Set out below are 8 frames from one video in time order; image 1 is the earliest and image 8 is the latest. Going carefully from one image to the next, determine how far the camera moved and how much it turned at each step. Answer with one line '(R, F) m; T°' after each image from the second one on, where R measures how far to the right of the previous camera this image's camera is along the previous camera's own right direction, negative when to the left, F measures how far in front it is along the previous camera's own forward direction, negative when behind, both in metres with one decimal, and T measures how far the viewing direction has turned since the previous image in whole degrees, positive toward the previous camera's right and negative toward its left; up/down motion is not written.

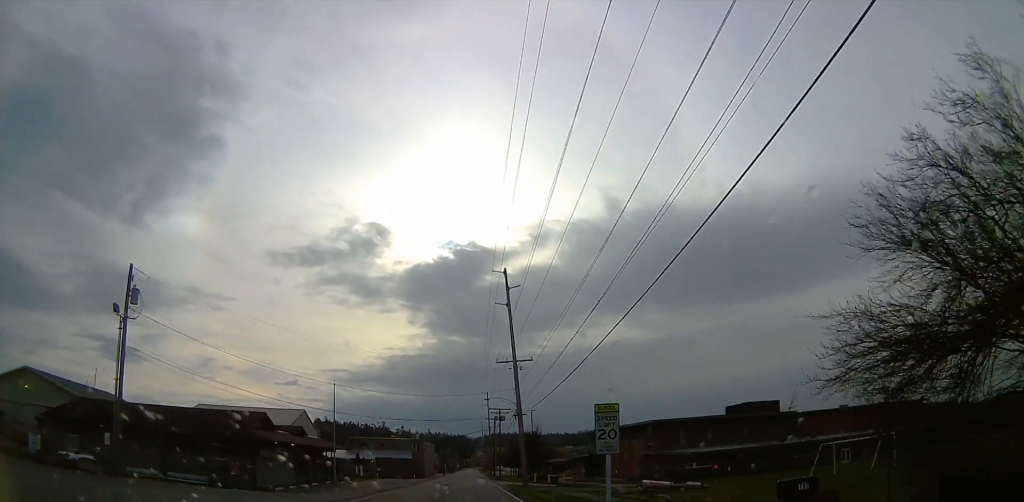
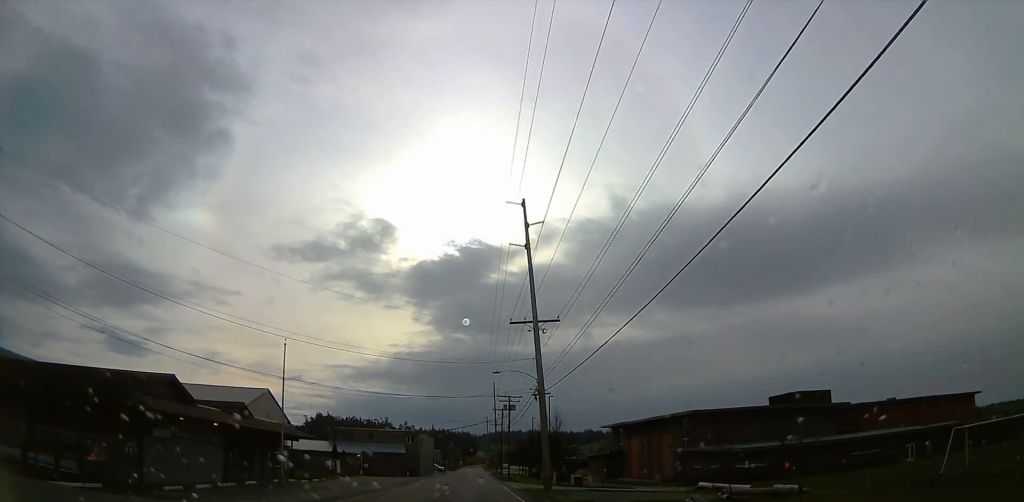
(+0.2, +13.8) m; +3°
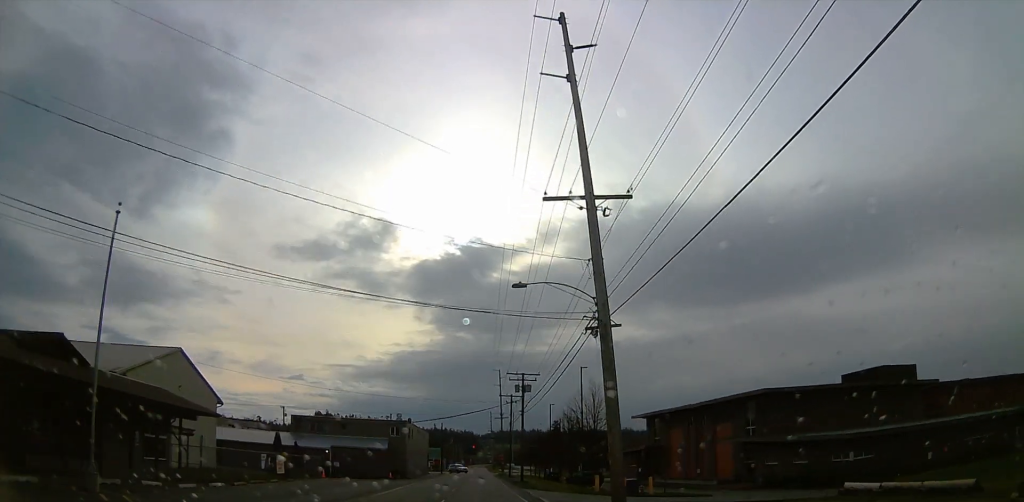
(+1.0, +18.5) m; +2°
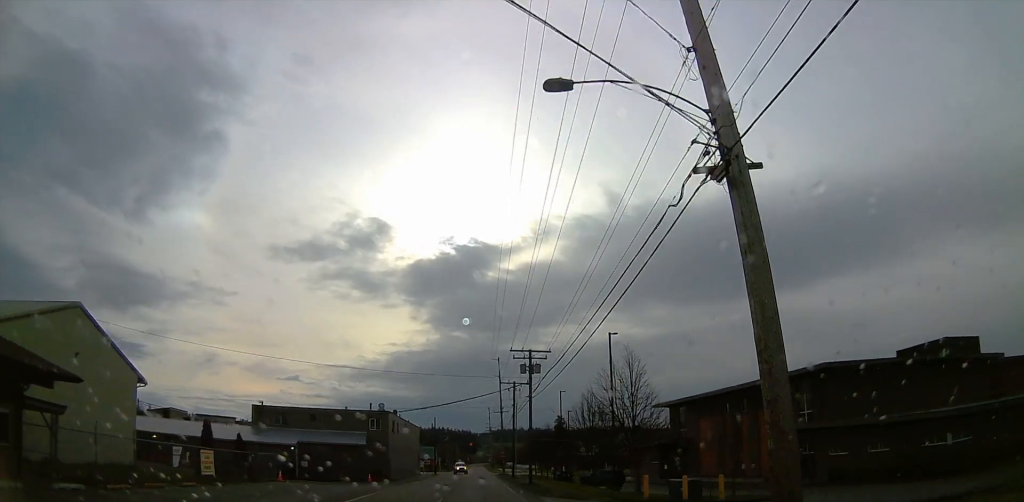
(-0.8, +13.3) m; -3°
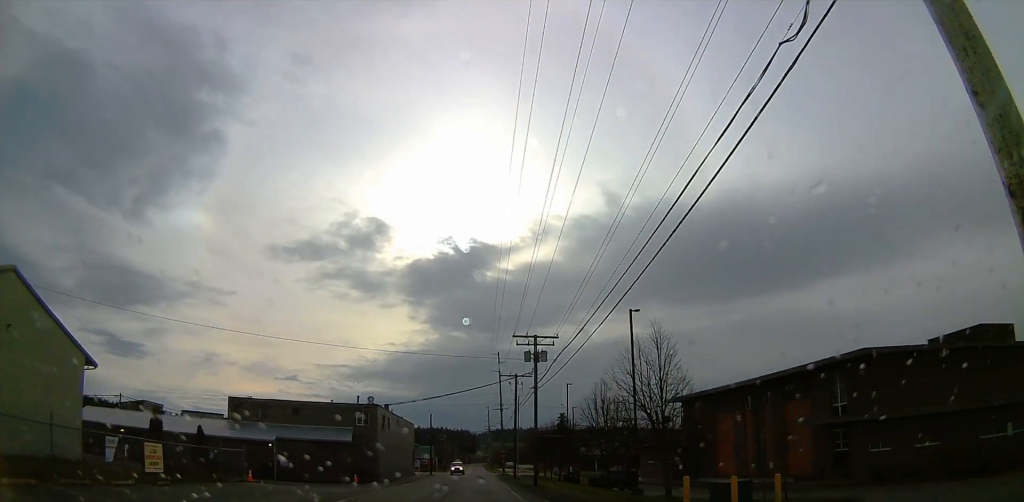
(0.0, +6.5) m; 0°
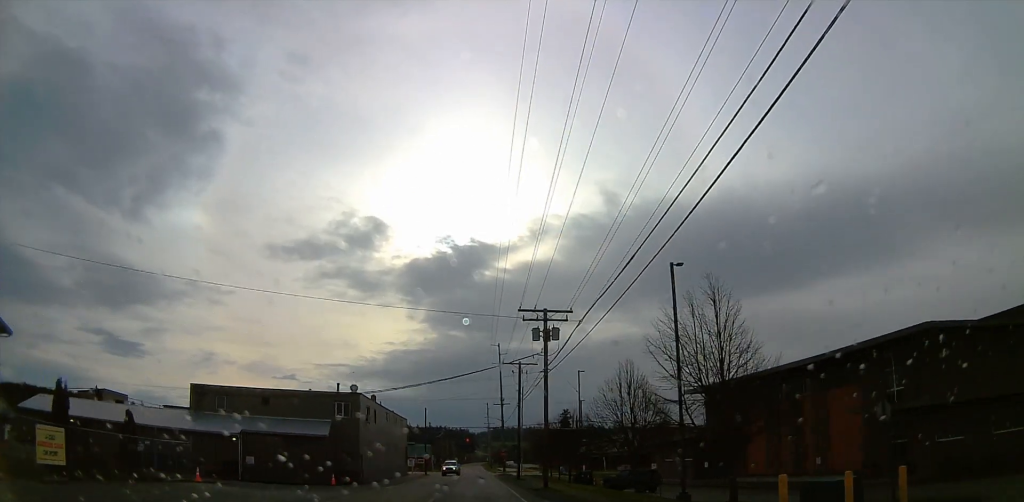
(0.0, +8.5) m; 0°
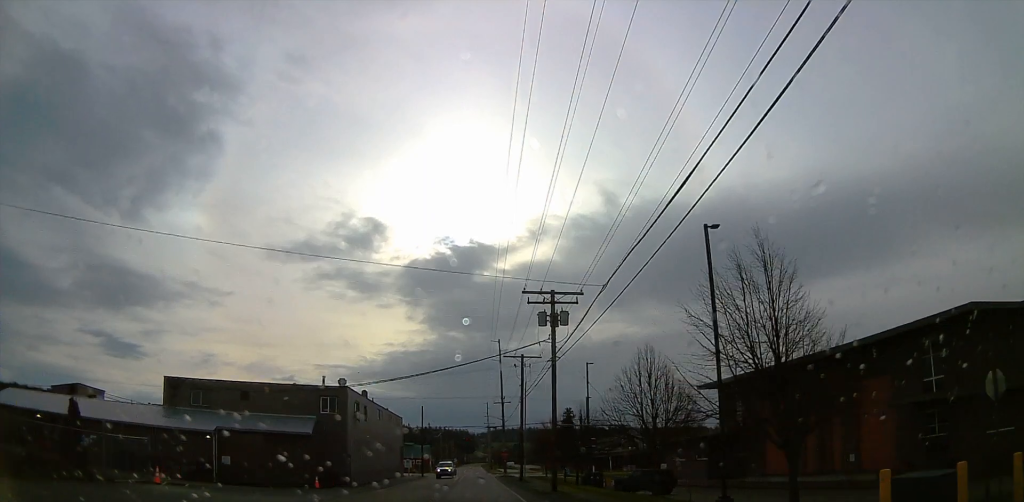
(+0.1, +4.8) m; 0°
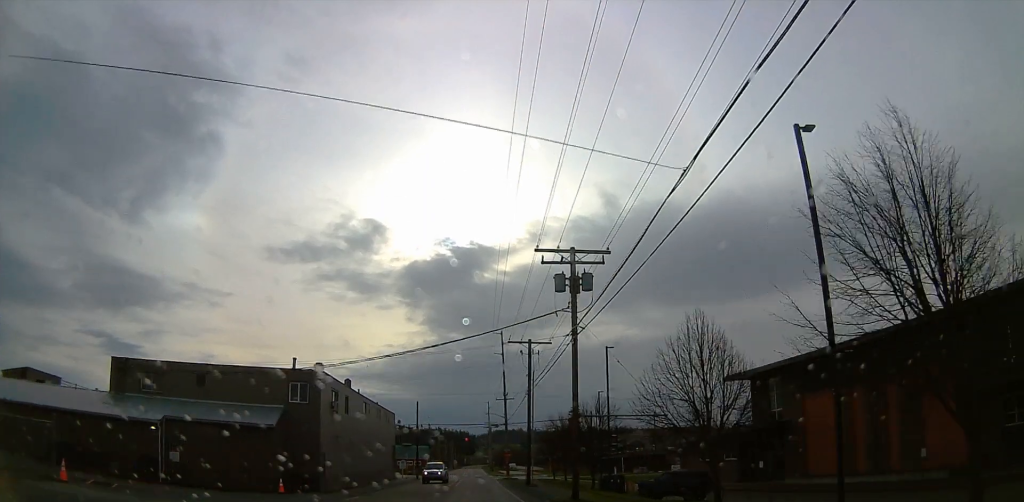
(-0.1, +7.0) m; -1°
